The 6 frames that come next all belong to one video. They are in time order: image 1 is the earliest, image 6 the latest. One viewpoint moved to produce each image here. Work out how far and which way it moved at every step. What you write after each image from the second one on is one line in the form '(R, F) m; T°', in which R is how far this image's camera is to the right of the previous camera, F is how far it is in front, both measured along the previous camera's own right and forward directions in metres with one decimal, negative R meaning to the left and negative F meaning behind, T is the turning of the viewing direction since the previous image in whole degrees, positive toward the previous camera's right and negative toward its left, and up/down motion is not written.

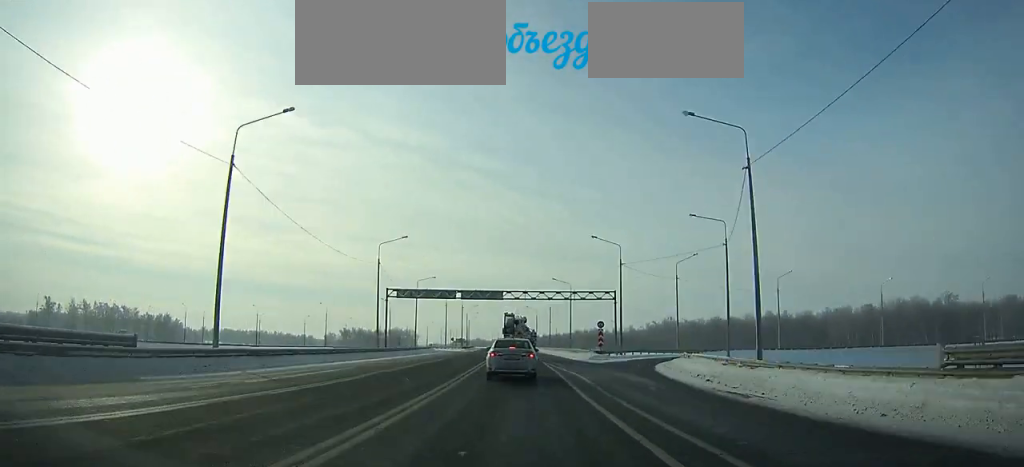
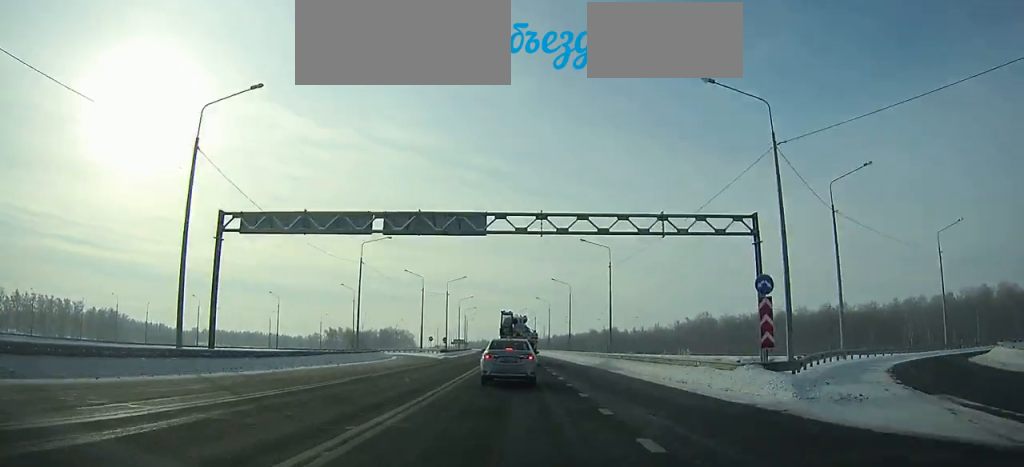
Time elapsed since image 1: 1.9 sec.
(-0.4, +37.2) m; -1°
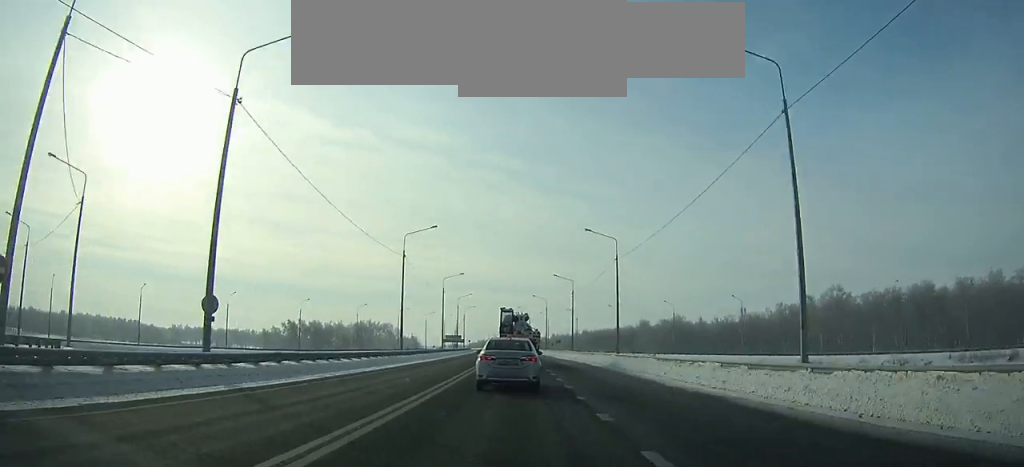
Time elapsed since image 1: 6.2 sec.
(-0.9, +76.8) m; -2°
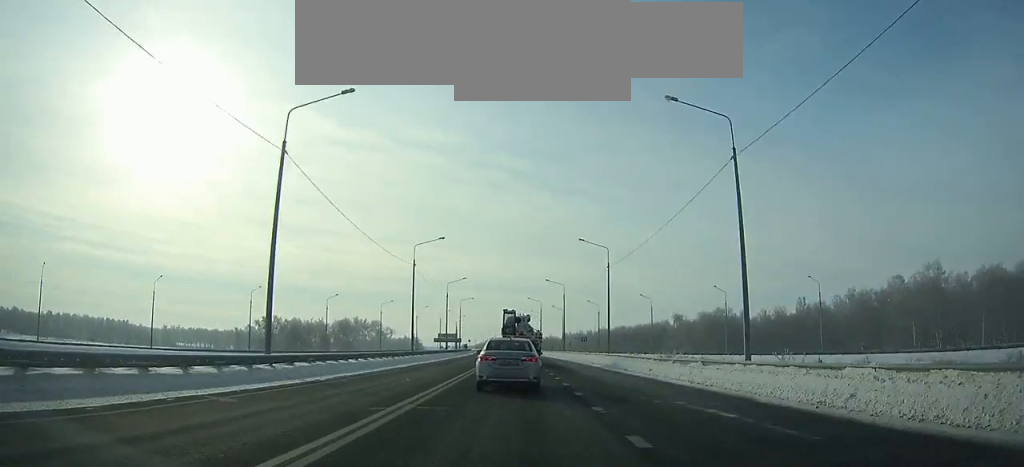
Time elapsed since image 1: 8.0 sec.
(-0.1, +30.5) m; -1°
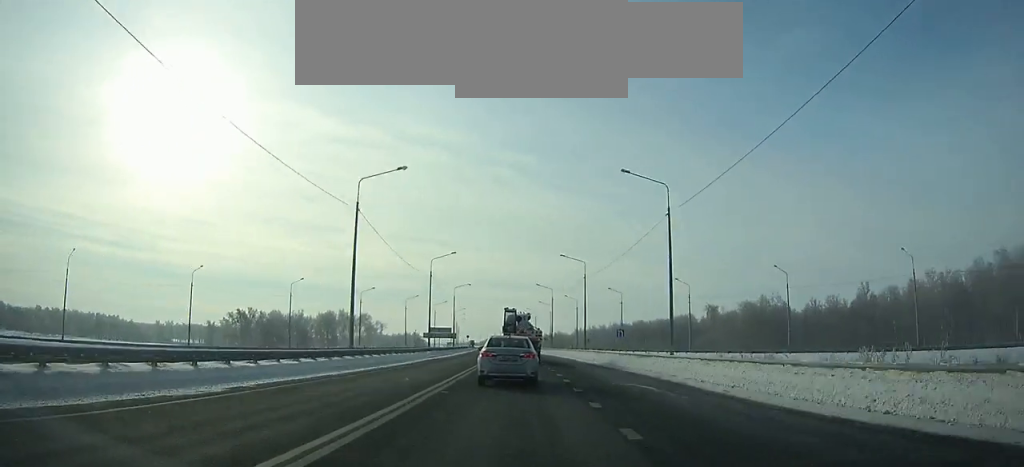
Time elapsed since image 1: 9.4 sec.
(-0.2, +23.5) m; -1°
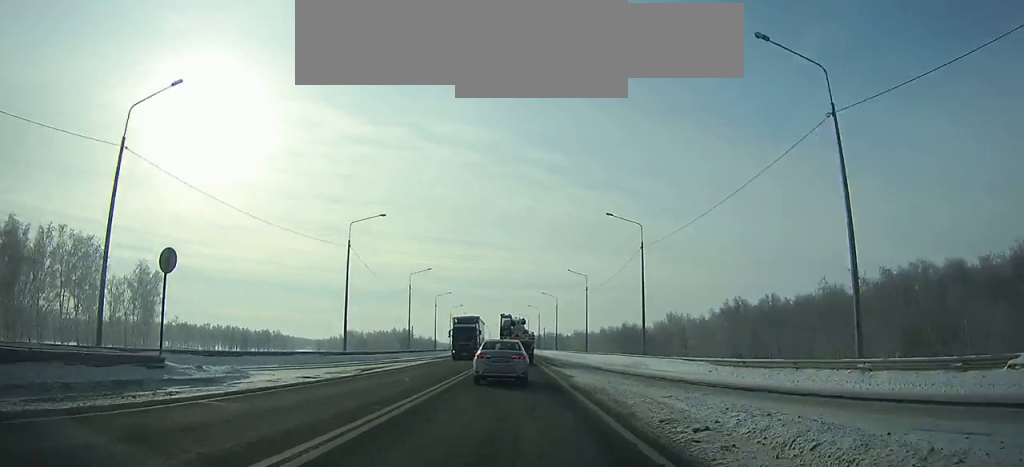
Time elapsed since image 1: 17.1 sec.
(-4.8, +130.4) m; -4°
